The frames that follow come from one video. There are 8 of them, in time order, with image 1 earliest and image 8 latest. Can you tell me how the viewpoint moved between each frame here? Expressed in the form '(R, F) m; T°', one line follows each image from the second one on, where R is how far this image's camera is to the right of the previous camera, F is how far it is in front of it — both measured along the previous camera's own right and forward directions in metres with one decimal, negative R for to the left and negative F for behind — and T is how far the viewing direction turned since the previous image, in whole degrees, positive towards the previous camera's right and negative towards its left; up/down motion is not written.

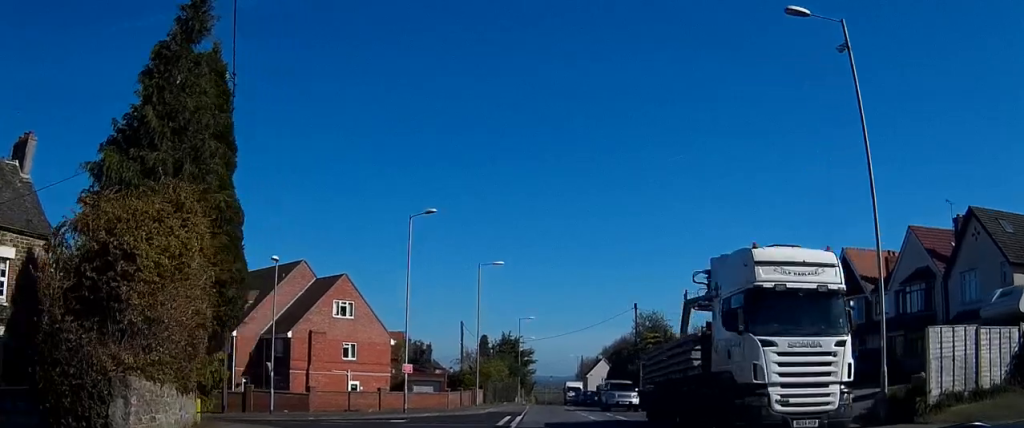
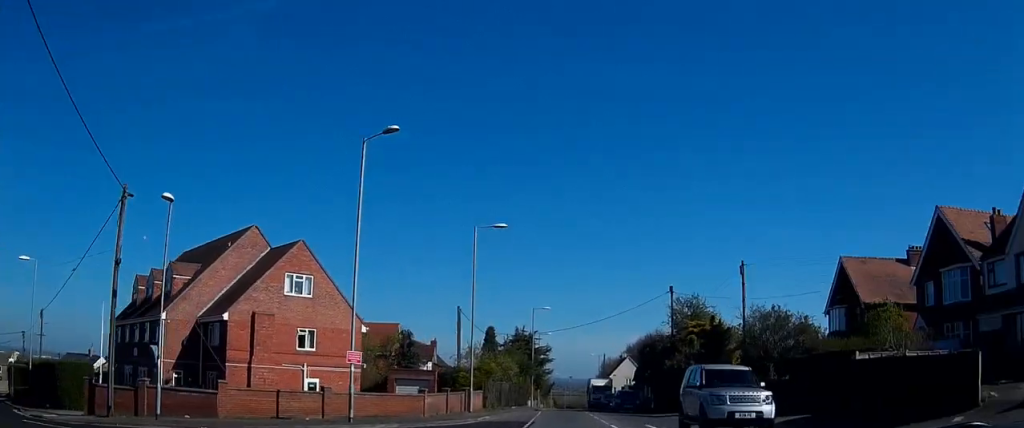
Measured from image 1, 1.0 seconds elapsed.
(-0.3, +12.5) m; -2°
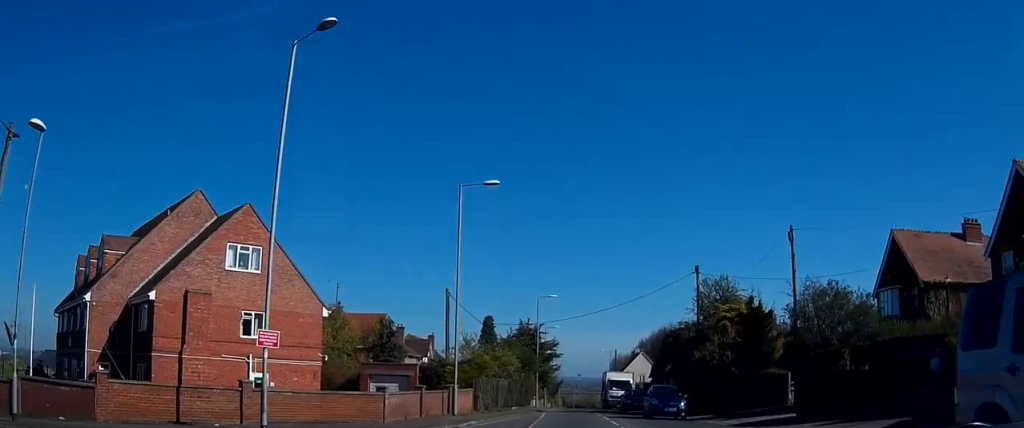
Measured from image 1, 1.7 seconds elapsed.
(-0.1, +8.3) m; -1°
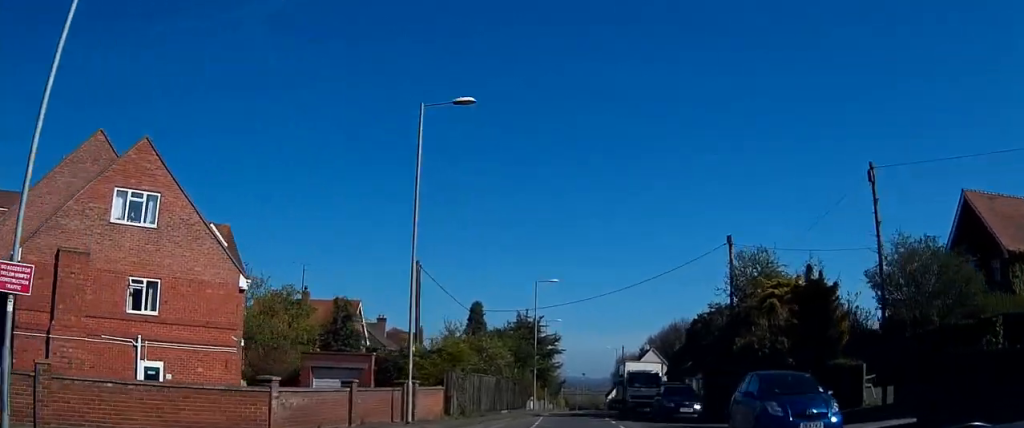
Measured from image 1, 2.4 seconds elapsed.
(-0.1, +9.3) m; 0°
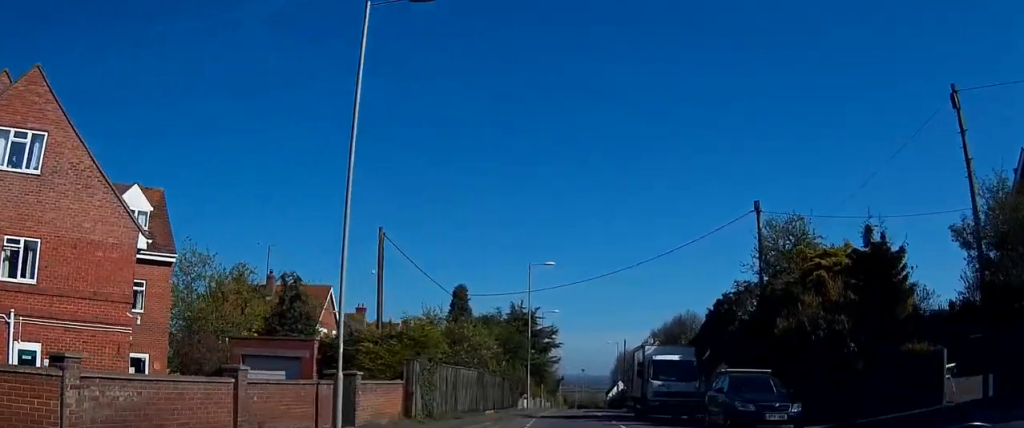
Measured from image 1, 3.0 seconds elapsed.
(0.0, +6.8) m; 0°
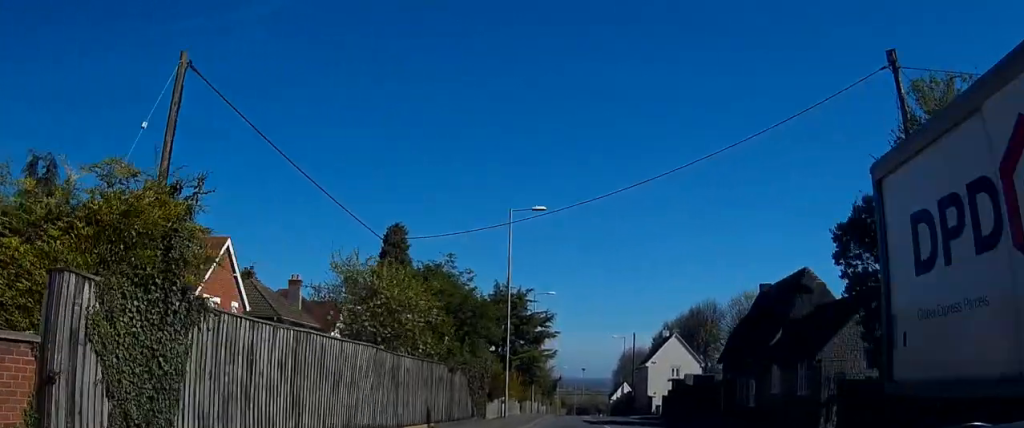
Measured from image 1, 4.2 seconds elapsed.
(0.0, +15.7) m; 0°
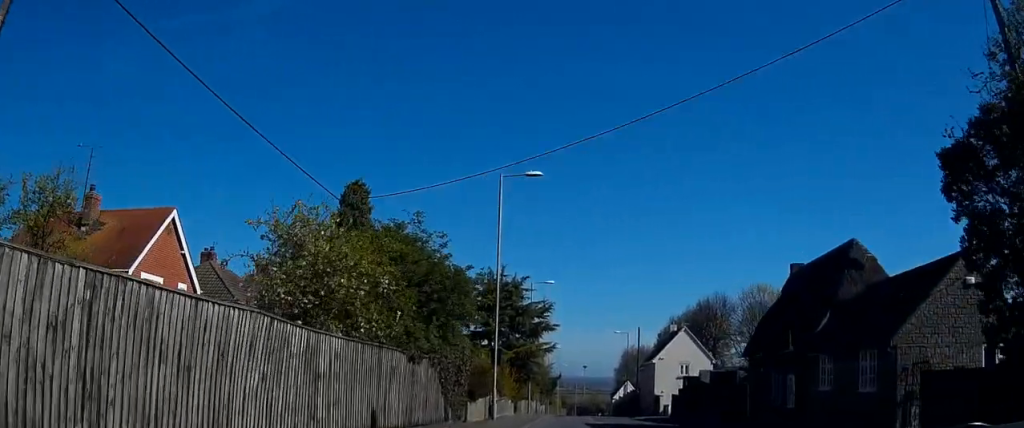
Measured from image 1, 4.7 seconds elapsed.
(0.0, +5.7) m; 0°
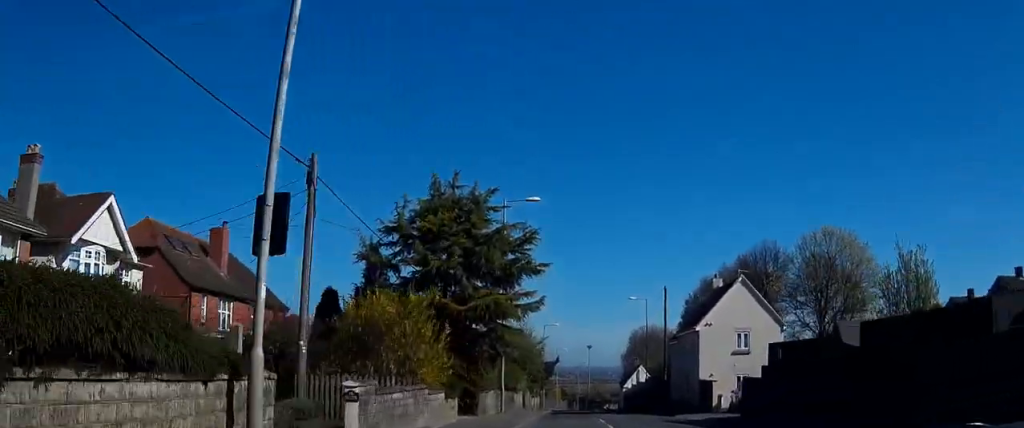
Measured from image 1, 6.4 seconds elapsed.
(-0.1, +21.9) m; 0°
